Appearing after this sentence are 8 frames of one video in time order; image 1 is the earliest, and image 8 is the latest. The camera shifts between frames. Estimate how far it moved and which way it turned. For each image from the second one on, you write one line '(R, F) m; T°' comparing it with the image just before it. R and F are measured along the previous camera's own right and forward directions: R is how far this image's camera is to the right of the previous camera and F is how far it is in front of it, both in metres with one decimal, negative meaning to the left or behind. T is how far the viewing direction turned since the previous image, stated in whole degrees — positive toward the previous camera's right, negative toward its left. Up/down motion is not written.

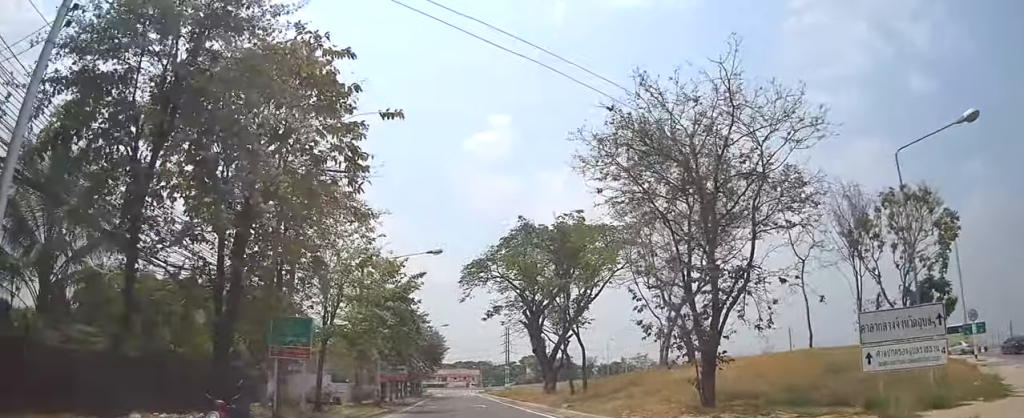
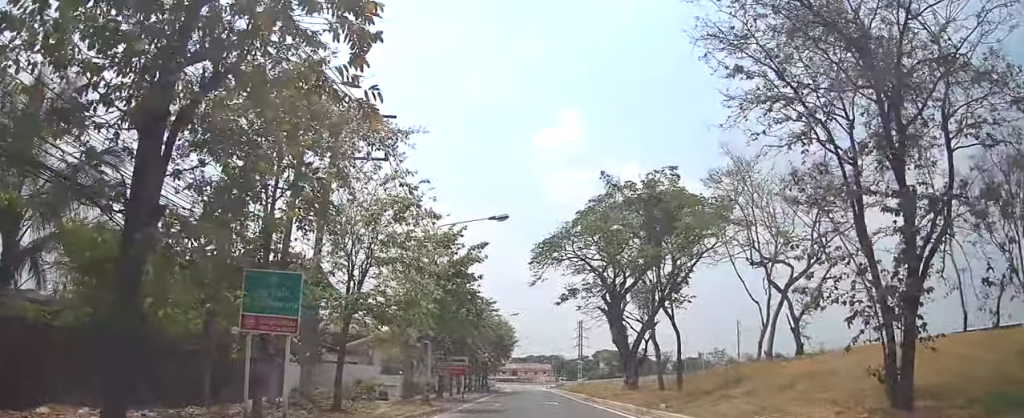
(-0.4, +5.8) m; -4°
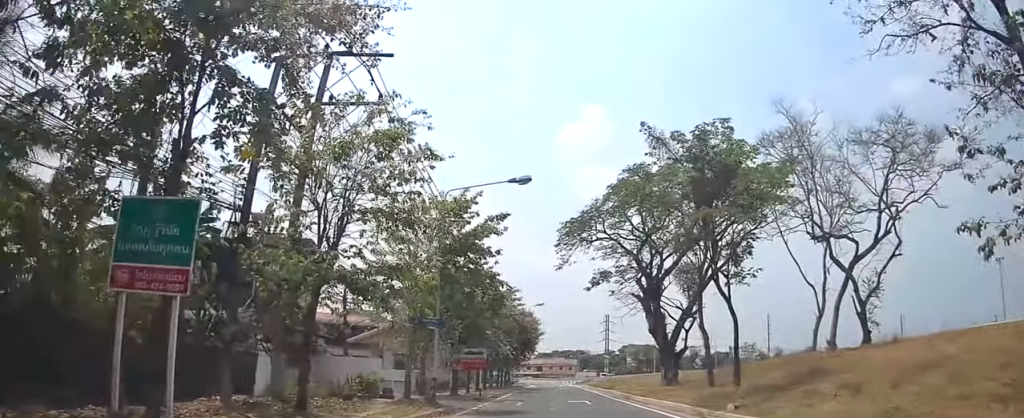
(+0.2, +4.1) m; -2°
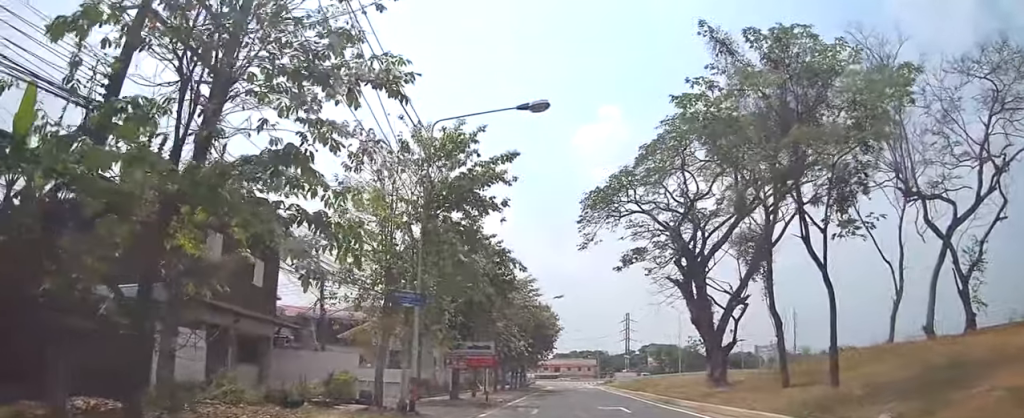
(-0.5, +5.6) m; -7°
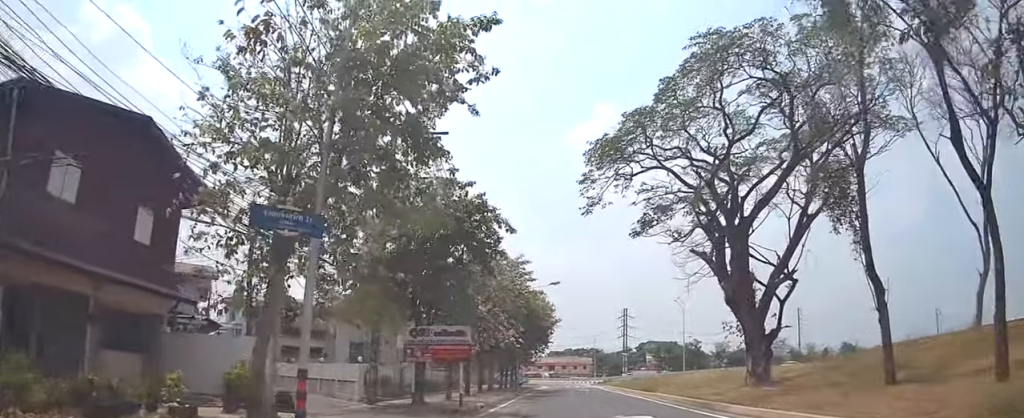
(-0.4, +6.0) m; -6°
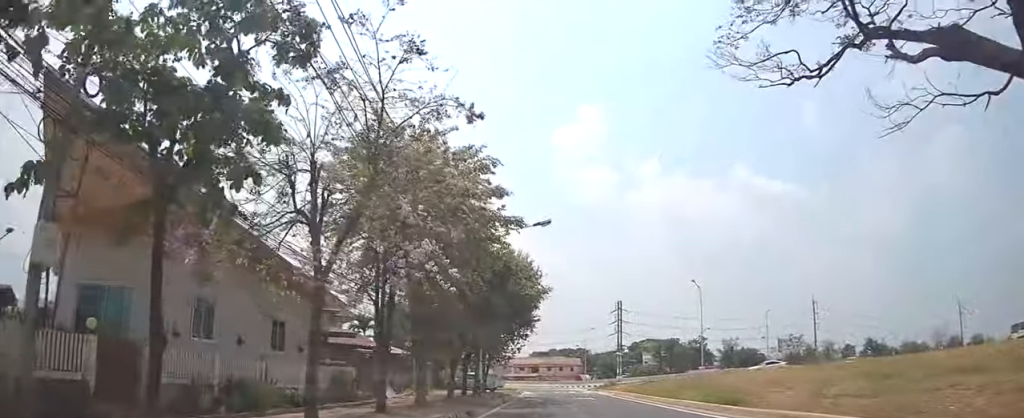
(-0.6, +16.7) m; -1°
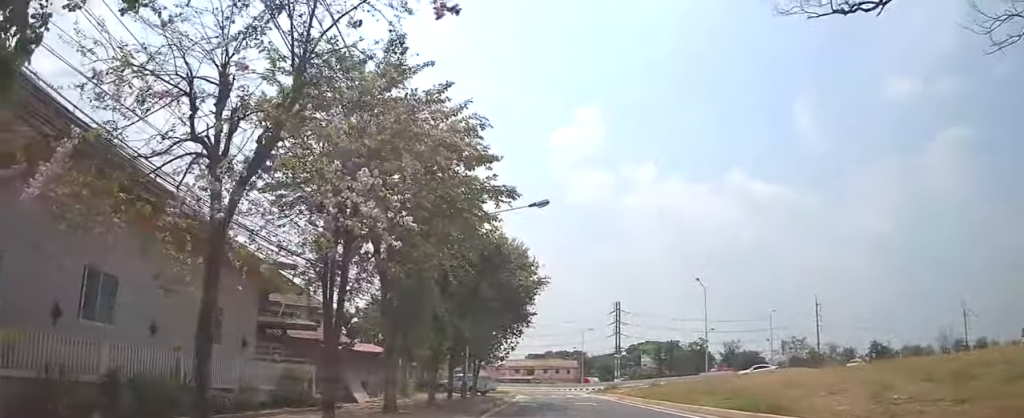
(0.0, +3.5) m; 0°
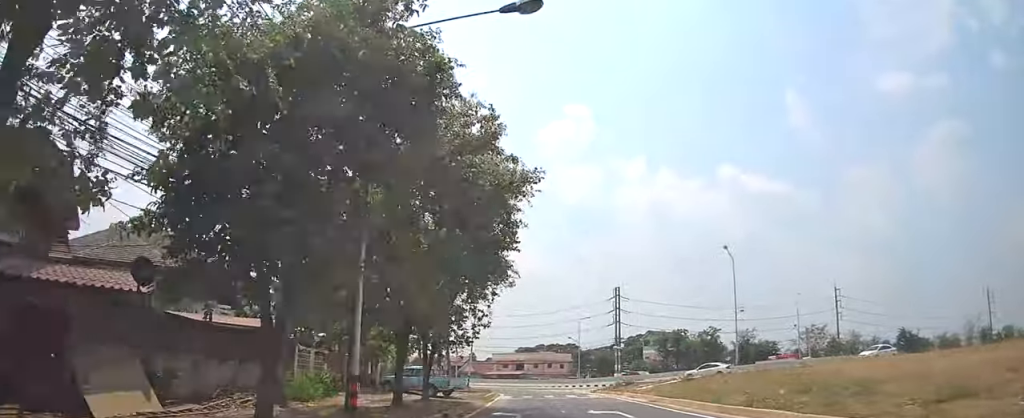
(+0.1, +13.9) m; 0°
